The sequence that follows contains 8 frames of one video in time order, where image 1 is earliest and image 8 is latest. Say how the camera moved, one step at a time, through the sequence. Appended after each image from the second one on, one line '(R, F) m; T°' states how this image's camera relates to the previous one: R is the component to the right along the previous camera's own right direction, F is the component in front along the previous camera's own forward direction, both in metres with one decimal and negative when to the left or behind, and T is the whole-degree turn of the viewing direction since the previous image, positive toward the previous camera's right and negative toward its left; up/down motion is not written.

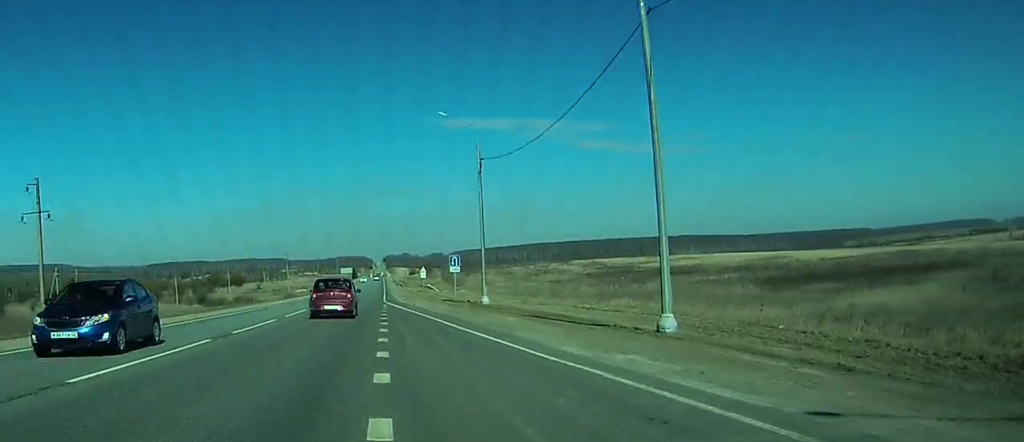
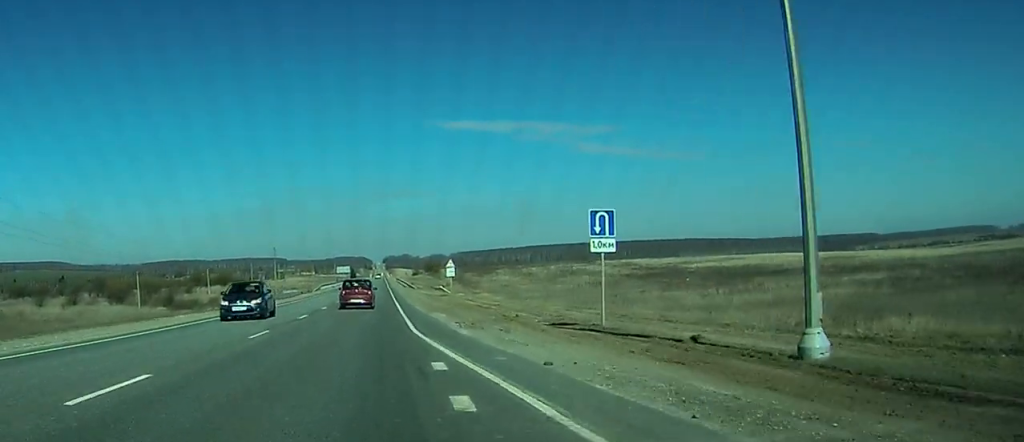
(+1.1, +41.5) m; +2°
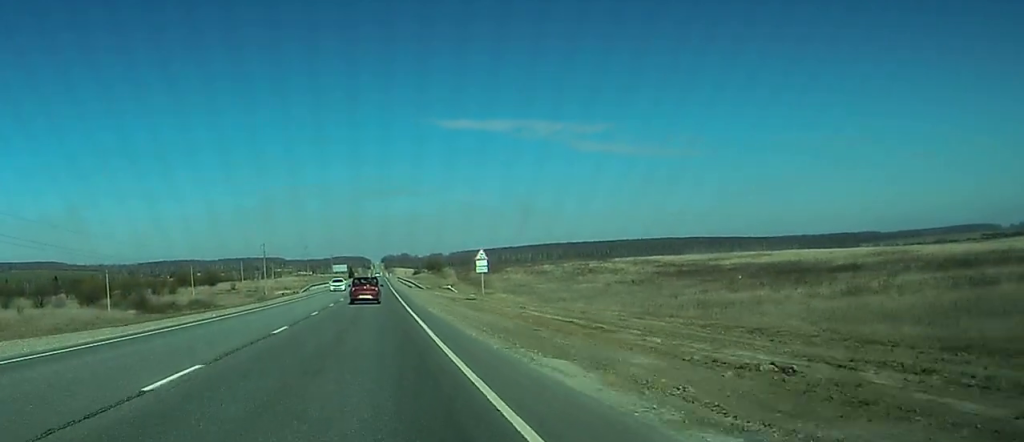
(-0.1, +23.1) m; 0°
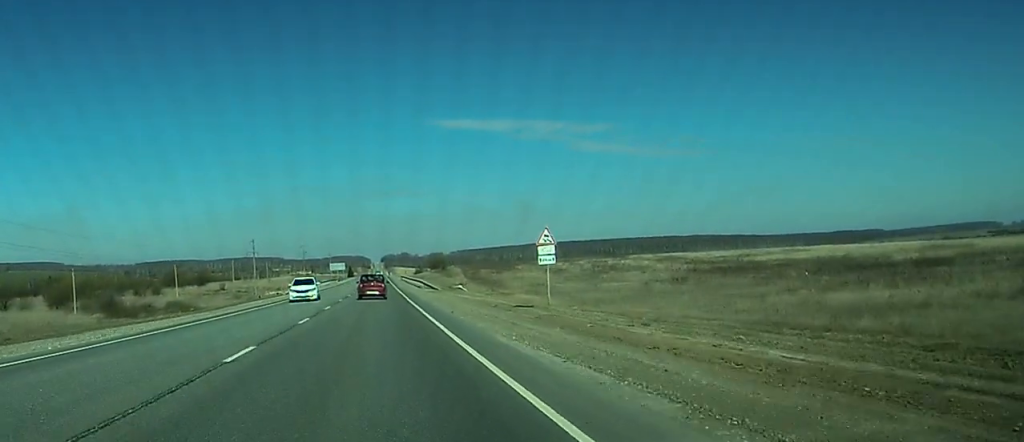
(0.0, +21.2) m; 0°
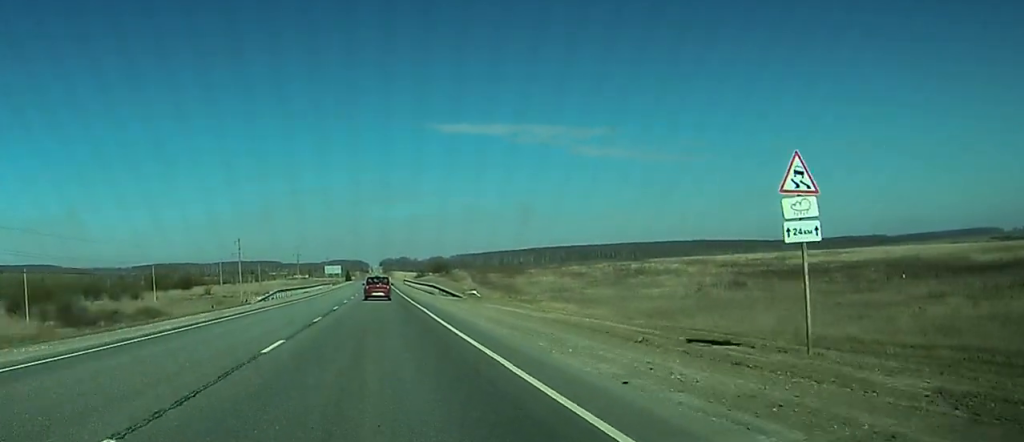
(-0.1, +22.6) m; 0°
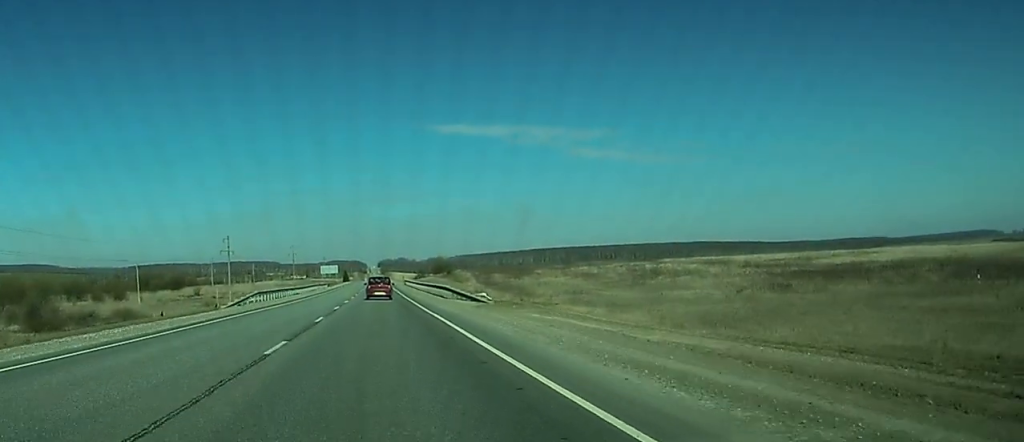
(0.0, +13.2) m; 0°
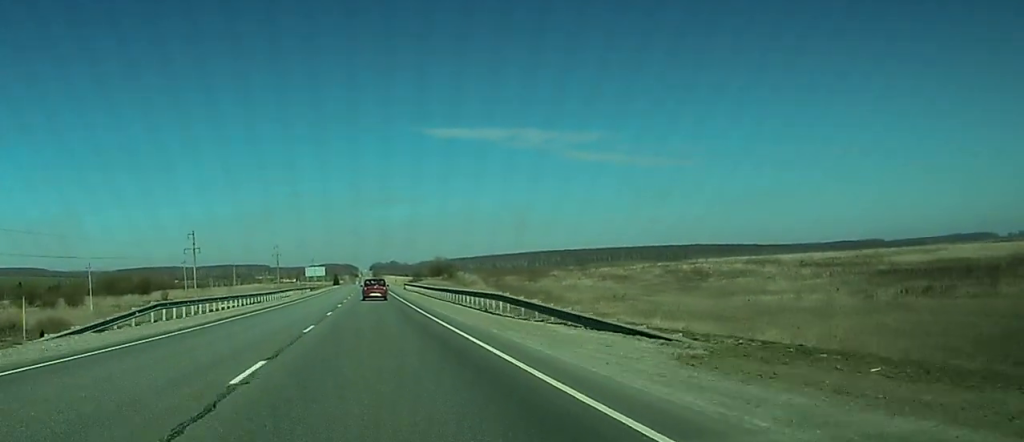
(+0.2, +29.3) m; +1°
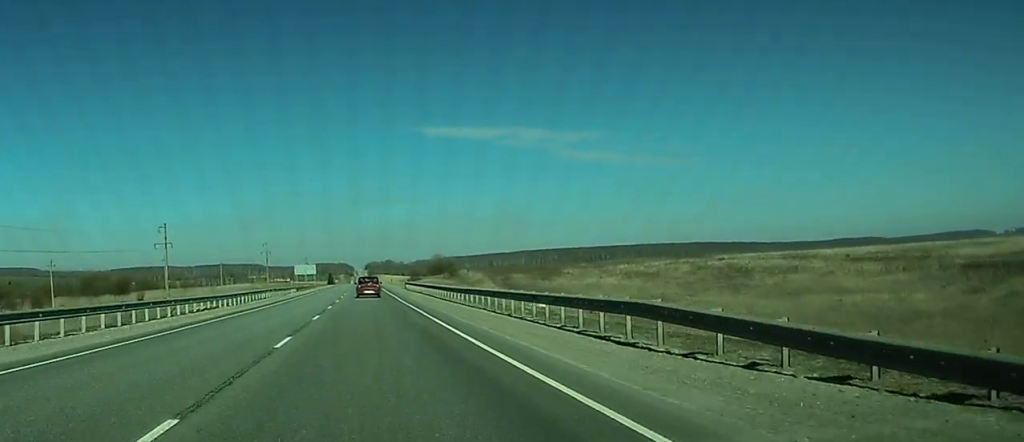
(+0.1, +18.5) m; -1°
